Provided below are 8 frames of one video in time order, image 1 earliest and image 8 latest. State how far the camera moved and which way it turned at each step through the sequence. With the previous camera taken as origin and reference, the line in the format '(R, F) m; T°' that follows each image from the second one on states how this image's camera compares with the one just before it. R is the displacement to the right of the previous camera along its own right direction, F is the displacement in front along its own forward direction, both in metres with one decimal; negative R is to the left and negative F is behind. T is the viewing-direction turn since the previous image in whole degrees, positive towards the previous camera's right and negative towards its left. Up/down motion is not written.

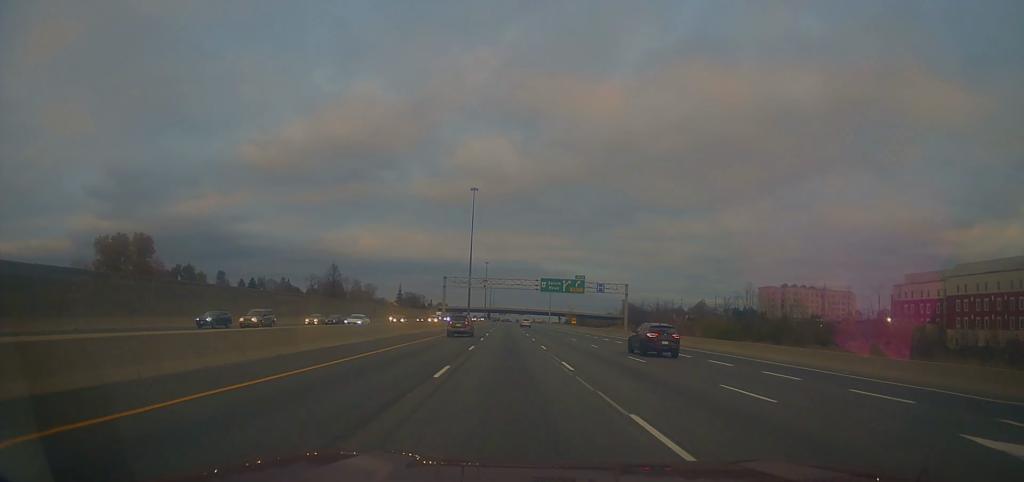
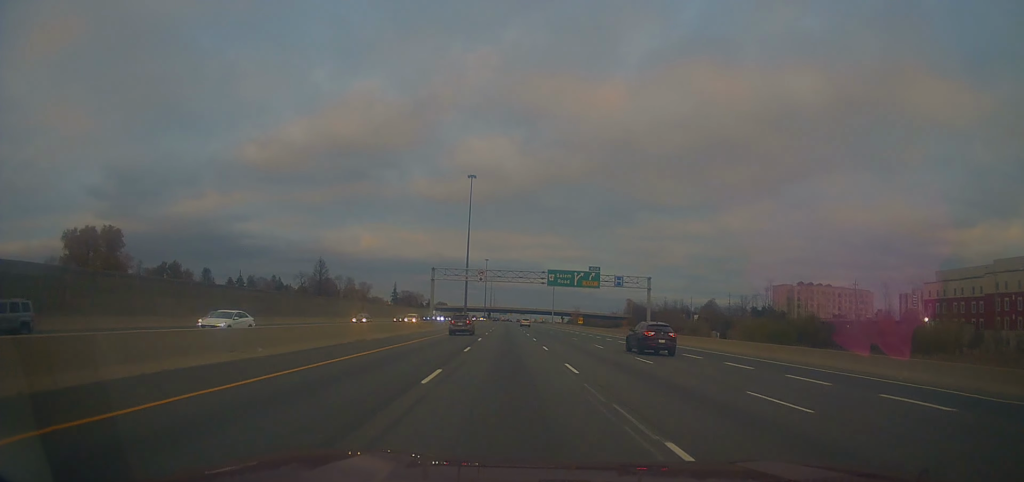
(0.0, +13.9) m; -1°
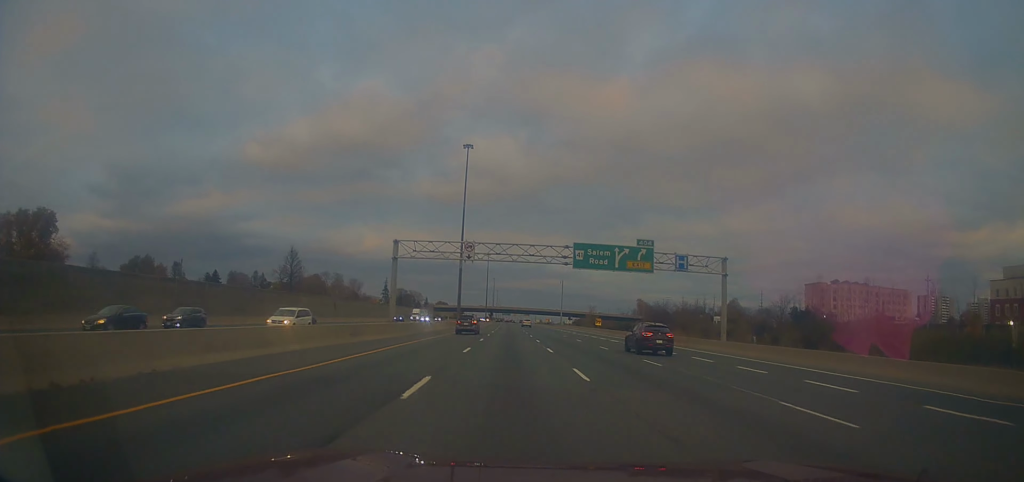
(-0.3, +25.7) m; 0°
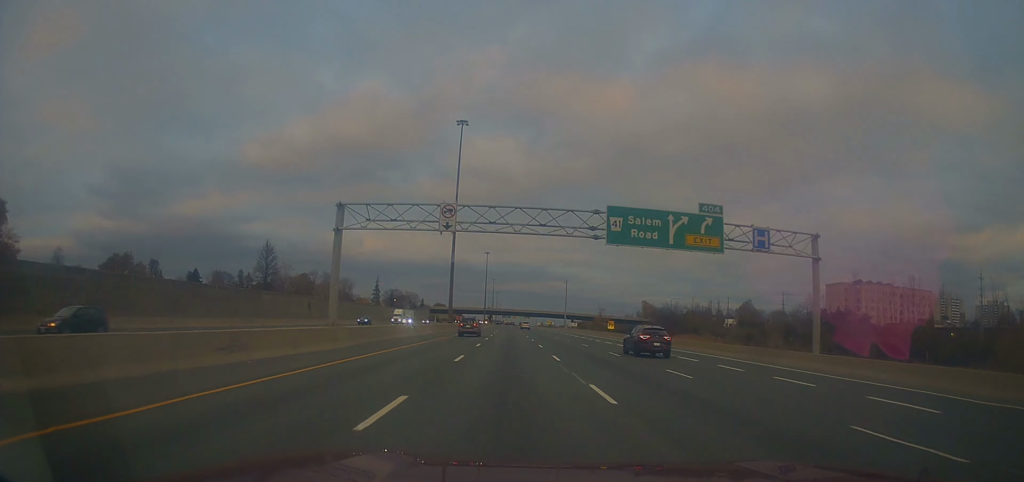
(-0.1, +15.8) m; 0°
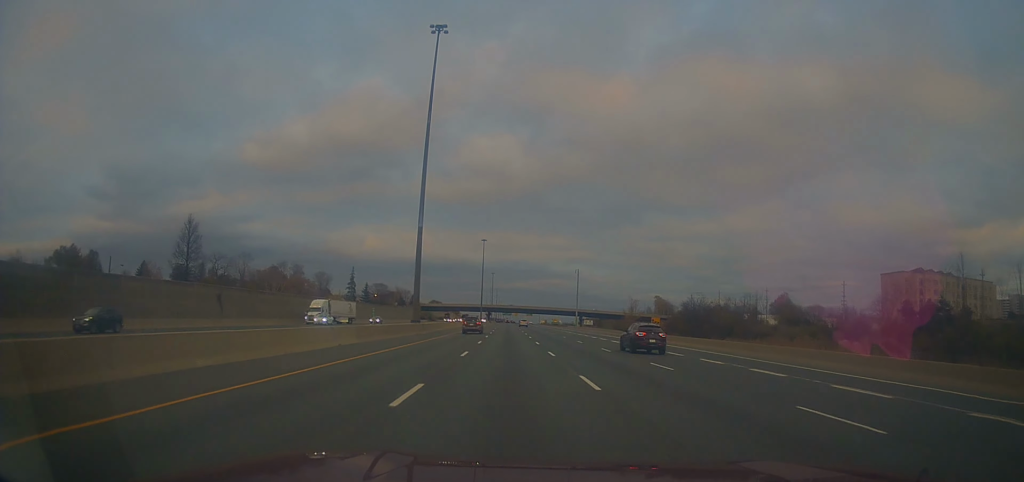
(+0.2, +34.5) m; 0°
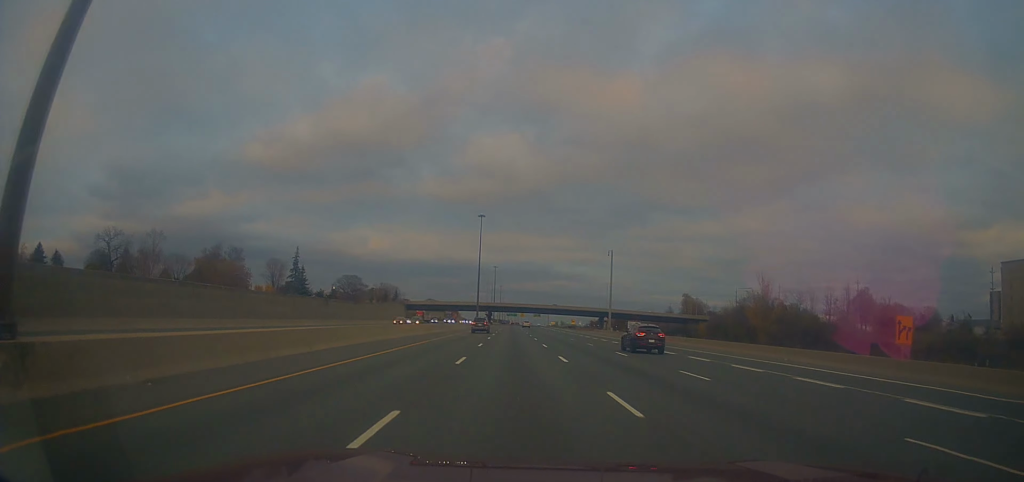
(-0.5, +52.3) m; 0°
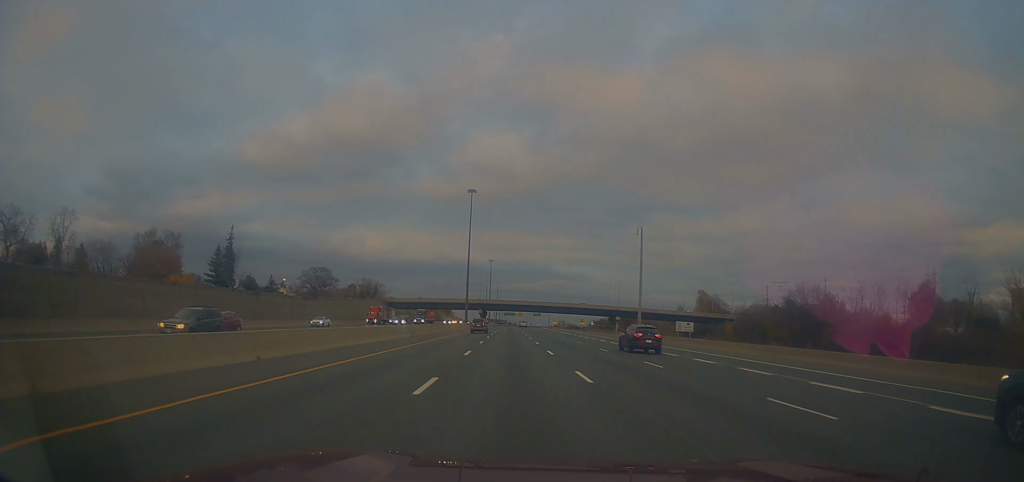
(+0.1, +31.6) m; +1°
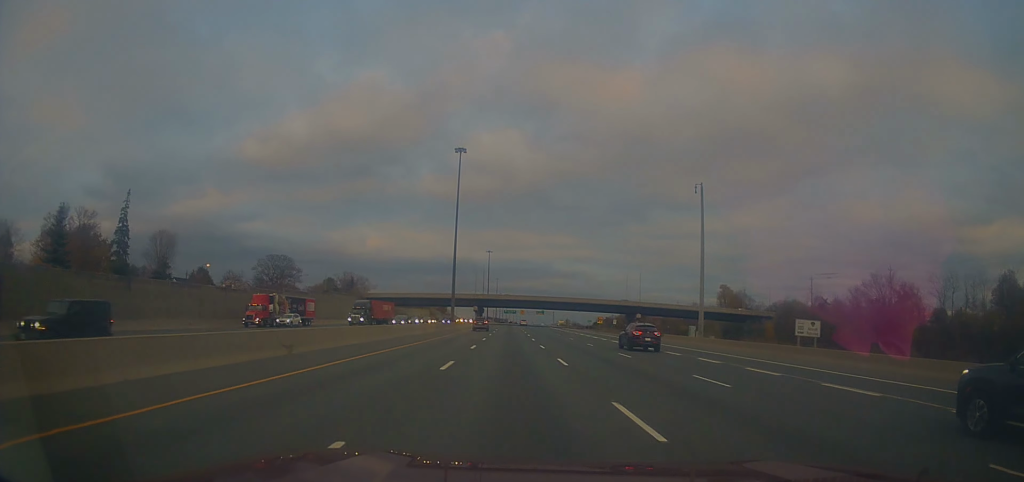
(+0.3, +31.6) m; 0°
